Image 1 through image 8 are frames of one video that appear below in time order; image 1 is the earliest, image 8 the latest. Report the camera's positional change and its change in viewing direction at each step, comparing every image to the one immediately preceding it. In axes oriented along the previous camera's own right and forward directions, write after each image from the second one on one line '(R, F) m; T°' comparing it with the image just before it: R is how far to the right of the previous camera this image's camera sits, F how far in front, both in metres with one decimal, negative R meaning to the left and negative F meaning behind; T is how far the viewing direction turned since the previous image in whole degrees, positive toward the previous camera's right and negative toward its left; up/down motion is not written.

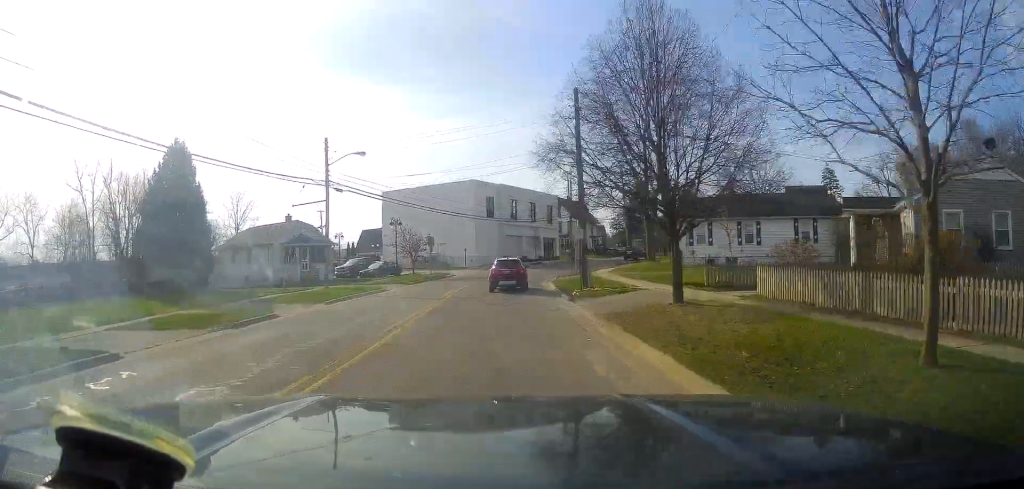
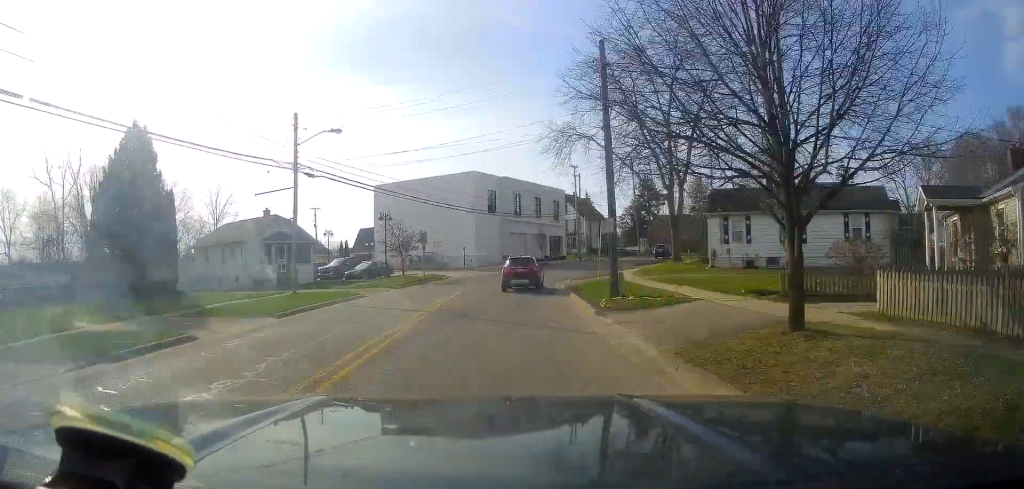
(-0.2, +6.0) m; 0°
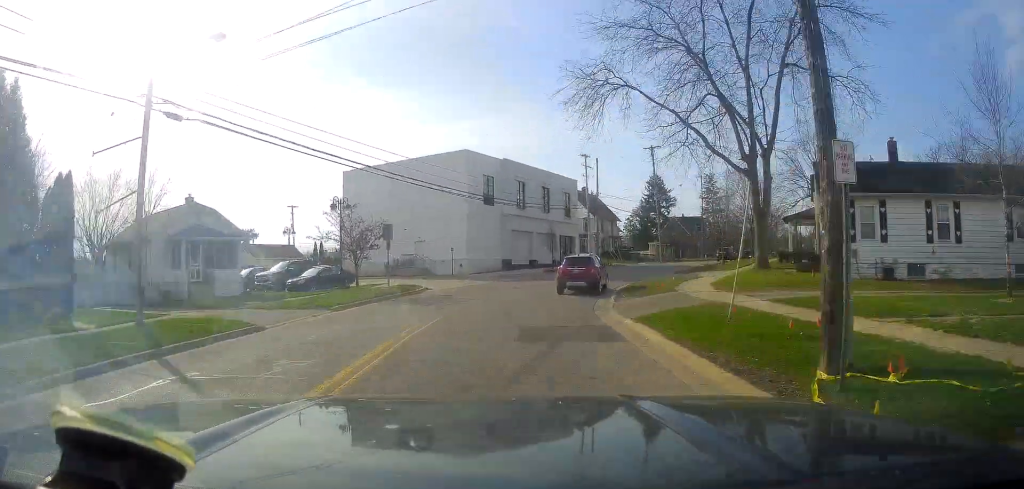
(+0.1, +13.3) m; +3°
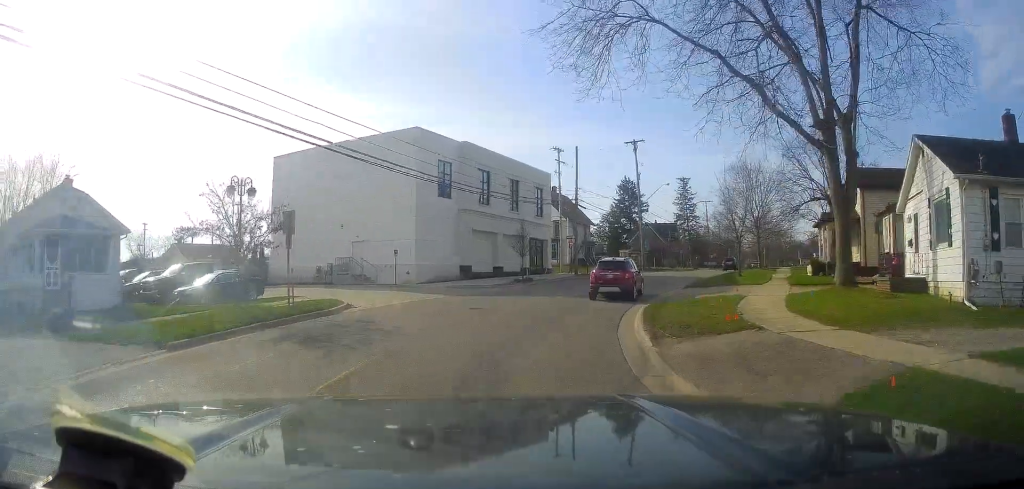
(+0.3, +9.5) m; +3°
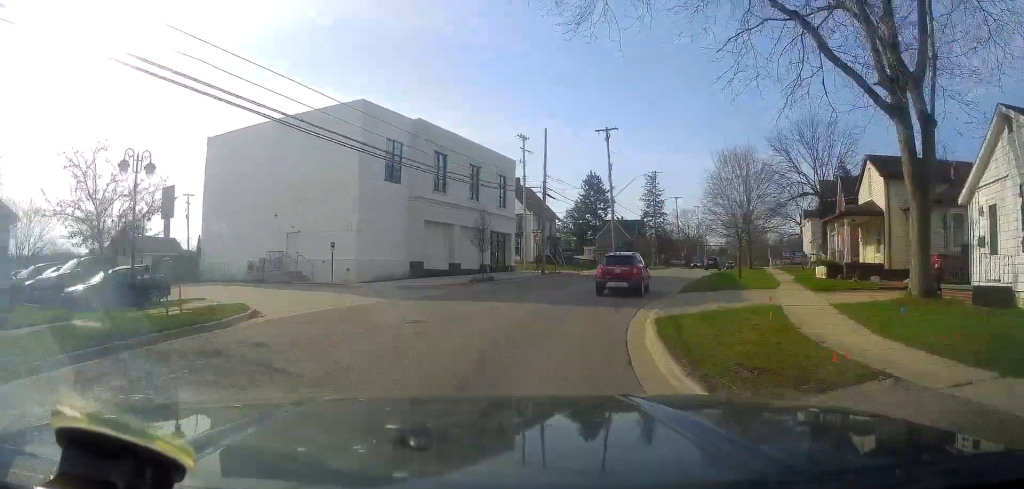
(-0.4, +5.6) m; +3°
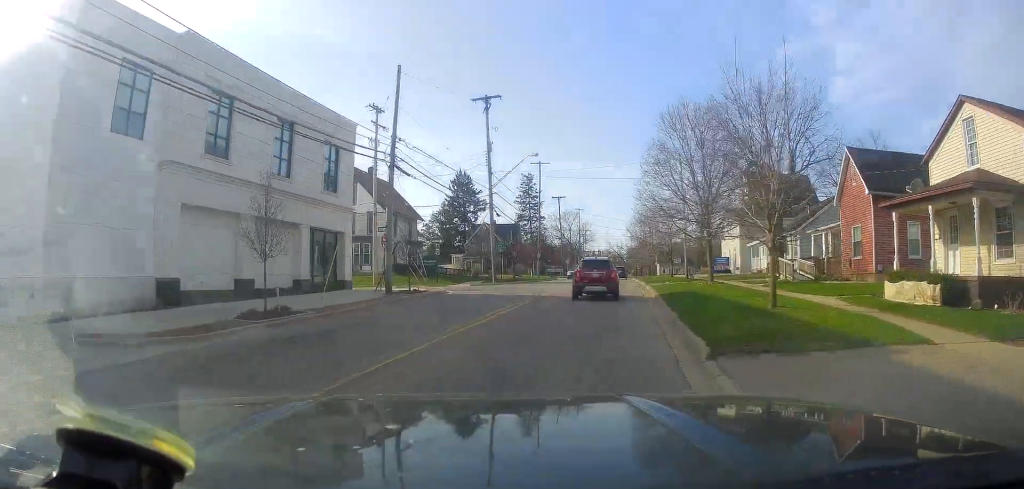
(+2.1, +15.5) m; +13°
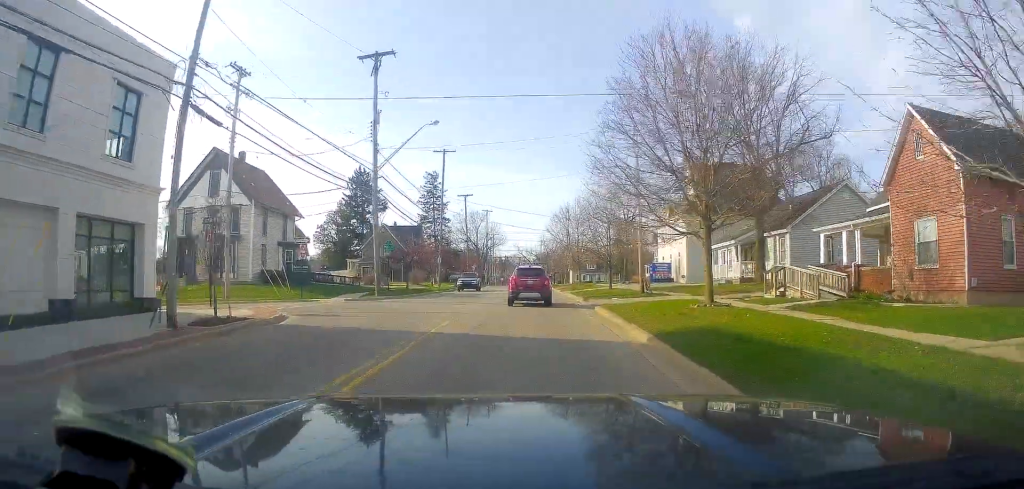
(+1.1, +11.5) m; +10°
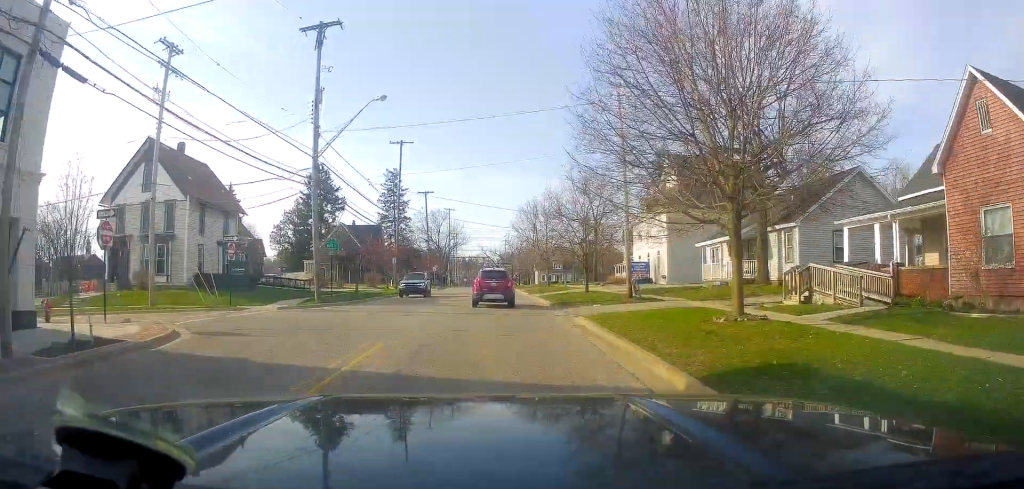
(+0.3, +5.0) m; +3°
